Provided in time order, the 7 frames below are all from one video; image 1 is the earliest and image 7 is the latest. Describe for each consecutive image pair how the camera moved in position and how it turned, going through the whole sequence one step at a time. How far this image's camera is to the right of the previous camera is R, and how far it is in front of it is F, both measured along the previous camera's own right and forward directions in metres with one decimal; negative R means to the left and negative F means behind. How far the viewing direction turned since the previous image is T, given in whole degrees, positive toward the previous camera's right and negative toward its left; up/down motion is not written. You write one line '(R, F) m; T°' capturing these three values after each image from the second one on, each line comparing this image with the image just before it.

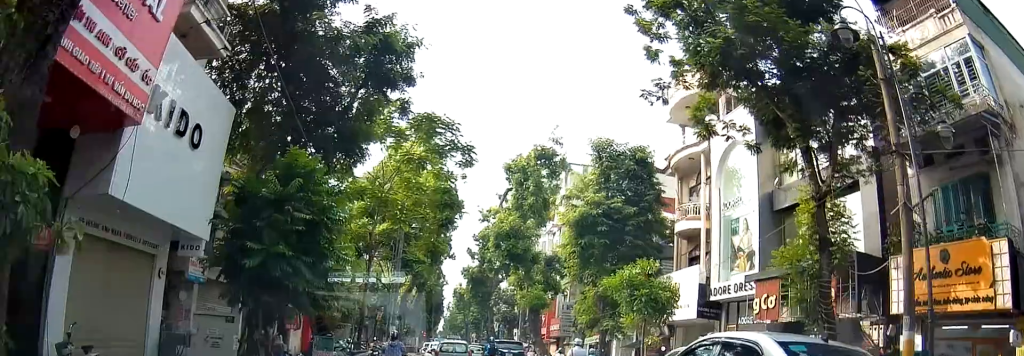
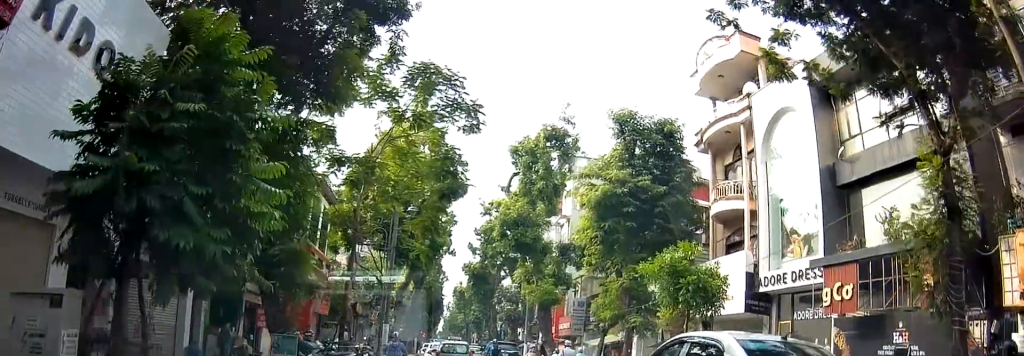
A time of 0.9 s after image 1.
(0.0, +4.4) m; 0°
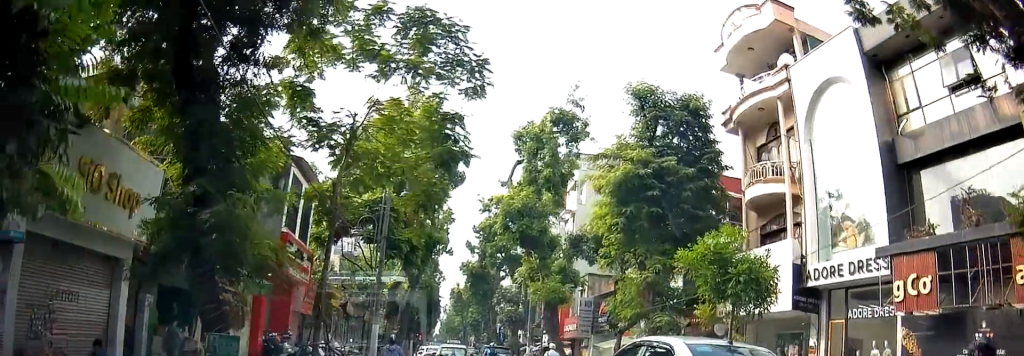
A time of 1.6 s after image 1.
(0.0, +3.7) m; 0°
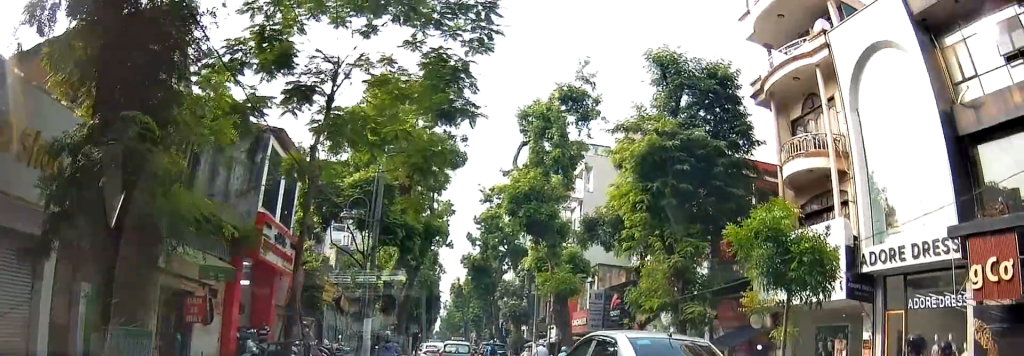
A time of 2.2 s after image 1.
(0.0, +3.2) m; 0°
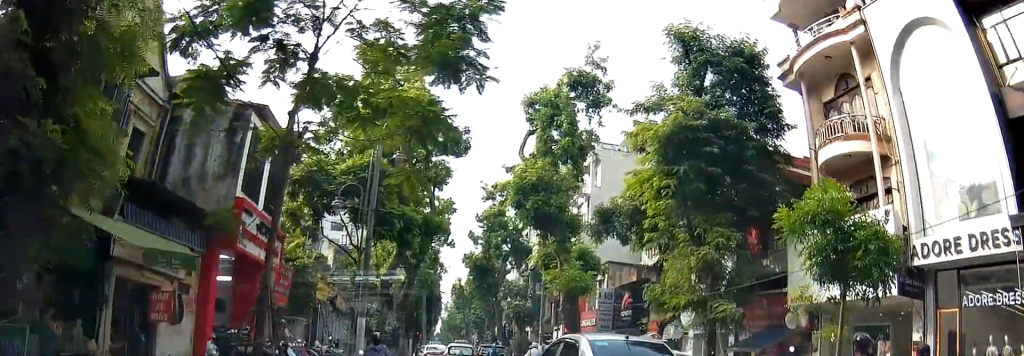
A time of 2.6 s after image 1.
(0.0, +2.5) m; 0°
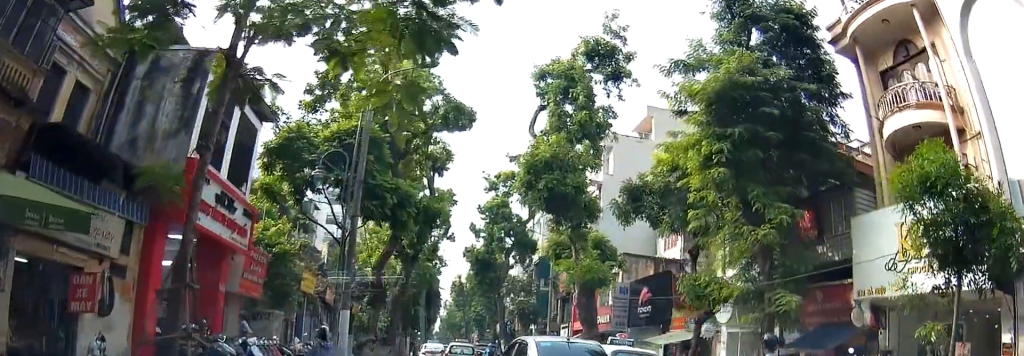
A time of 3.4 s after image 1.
(0.0, +3.9) m; 0°
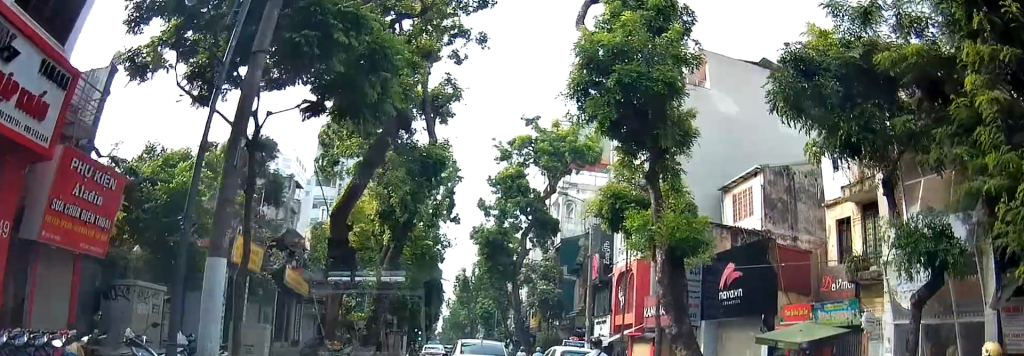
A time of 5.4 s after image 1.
(0.0, +10.5) m; 0°
